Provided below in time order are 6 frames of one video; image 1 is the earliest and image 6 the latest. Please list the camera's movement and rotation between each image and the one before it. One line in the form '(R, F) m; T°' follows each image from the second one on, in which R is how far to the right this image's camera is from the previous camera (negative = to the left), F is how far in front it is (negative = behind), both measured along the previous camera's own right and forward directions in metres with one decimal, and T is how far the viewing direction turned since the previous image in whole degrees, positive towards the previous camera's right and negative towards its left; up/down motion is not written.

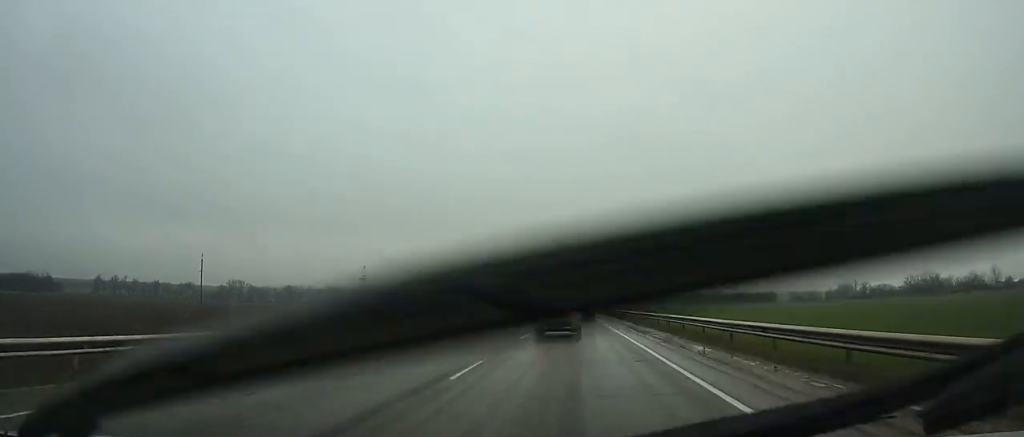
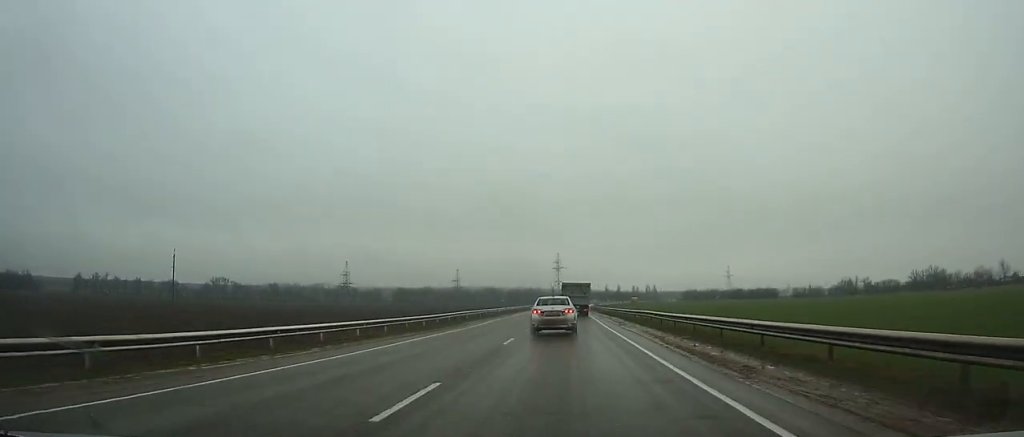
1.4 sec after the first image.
(0.0, +15.1) m; 0°
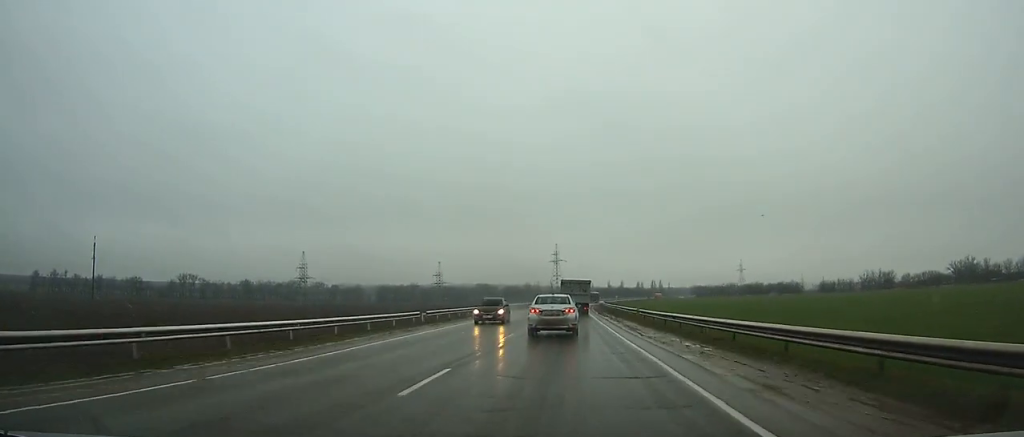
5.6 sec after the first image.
(-0.3, +45.7) m; 0°
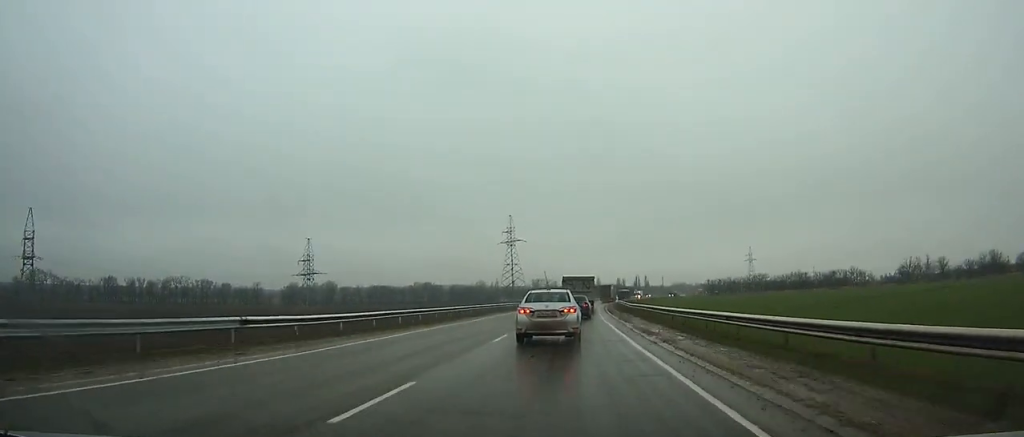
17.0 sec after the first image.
(+3.4, +119.0) m; +4°
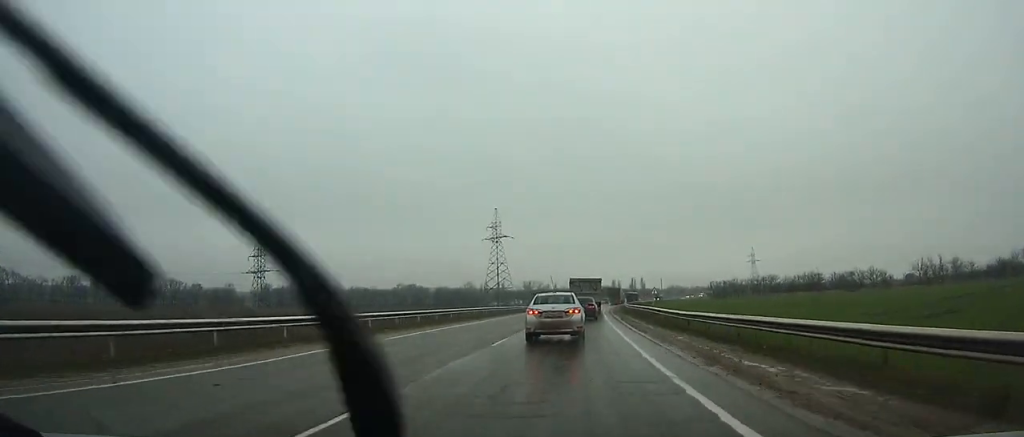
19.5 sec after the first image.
(0.0, +24.9) m; +1°
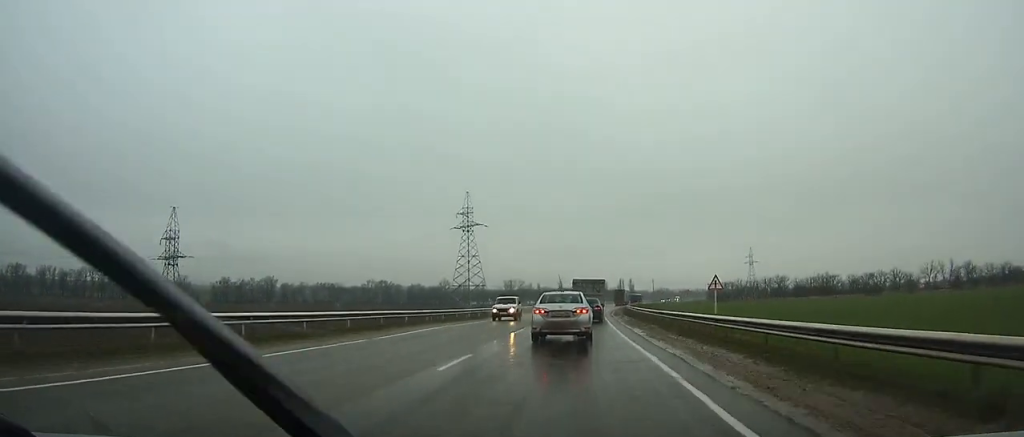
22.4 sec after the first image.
(+0.4, +28.8) m; +2°
